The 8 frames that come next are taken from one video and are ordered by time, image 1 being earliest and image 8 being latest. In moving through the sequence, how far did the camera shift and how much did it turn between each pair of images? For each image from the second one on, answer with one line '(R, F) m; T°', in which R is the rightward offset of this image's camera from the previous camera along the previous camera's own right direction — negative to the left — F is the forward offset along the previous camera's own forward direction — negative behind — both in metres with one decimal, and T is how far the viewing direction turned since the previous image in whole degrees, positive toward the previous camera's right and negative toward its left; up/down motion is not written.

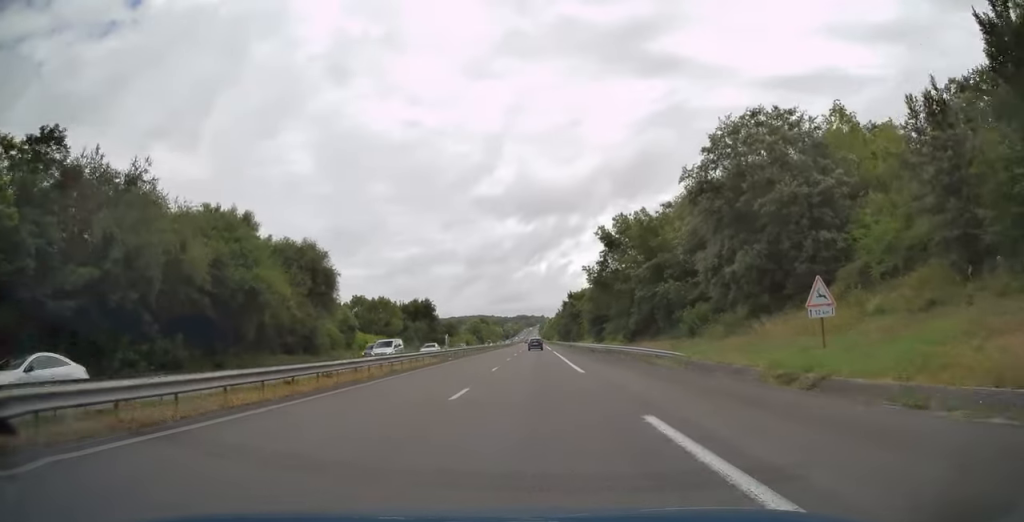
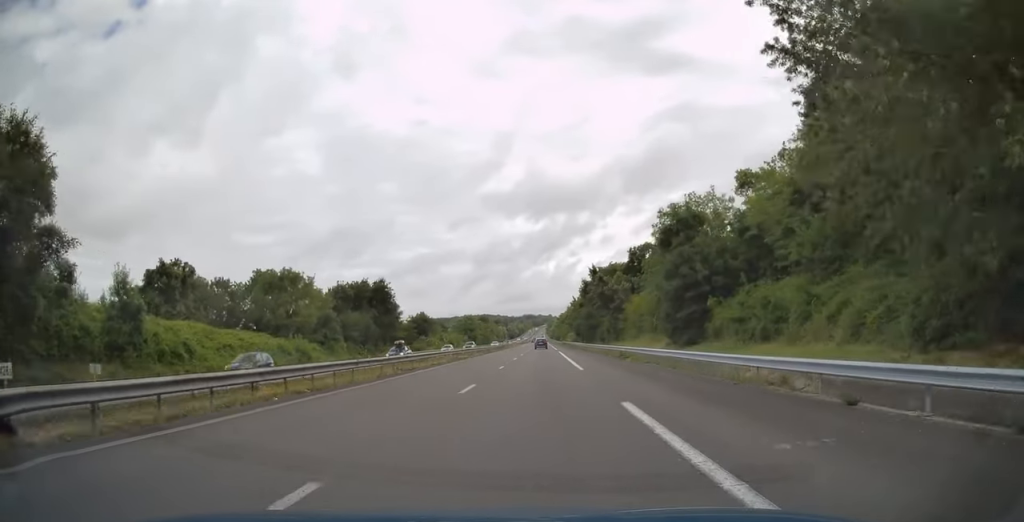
(-0.1, +50.6) m; 0°
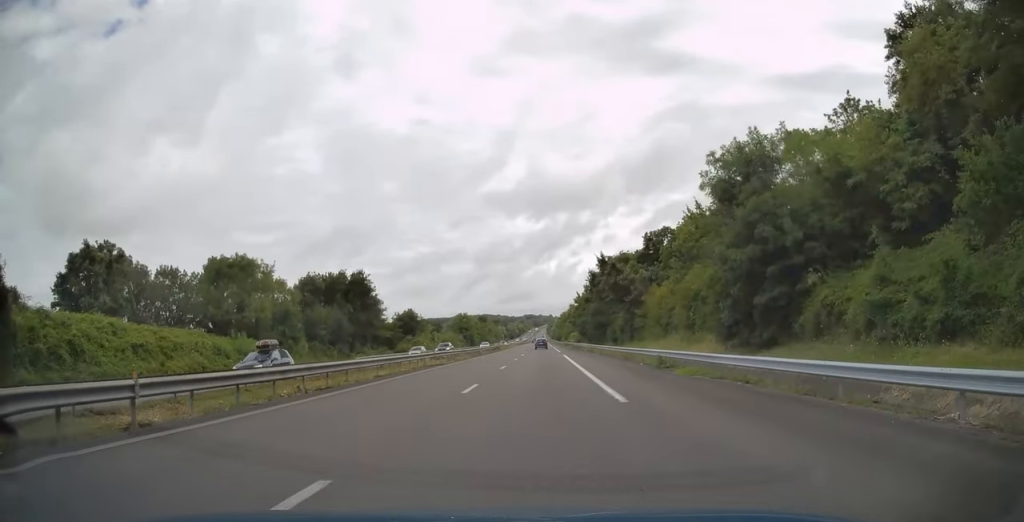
(0.0, +12.9) m; 0°
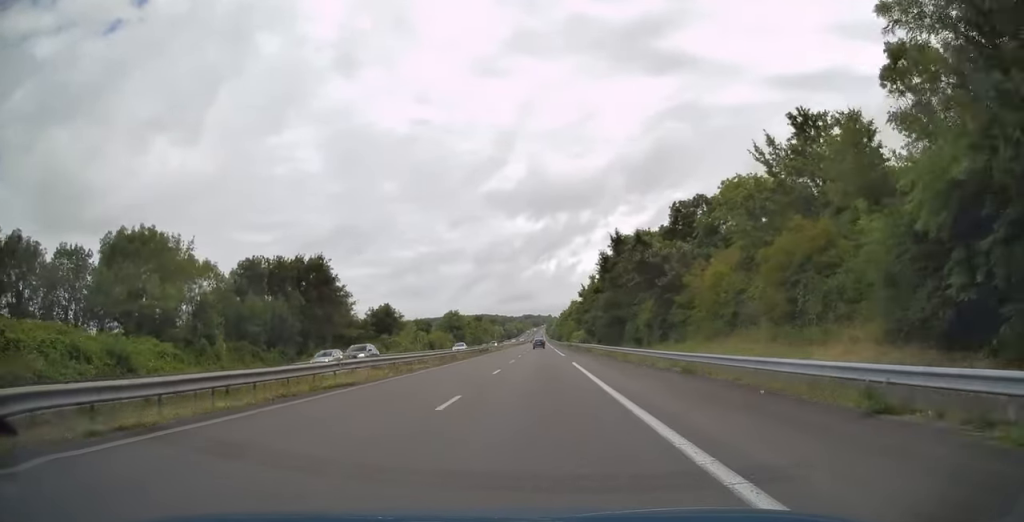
(0.0, +17.2) m; 0°
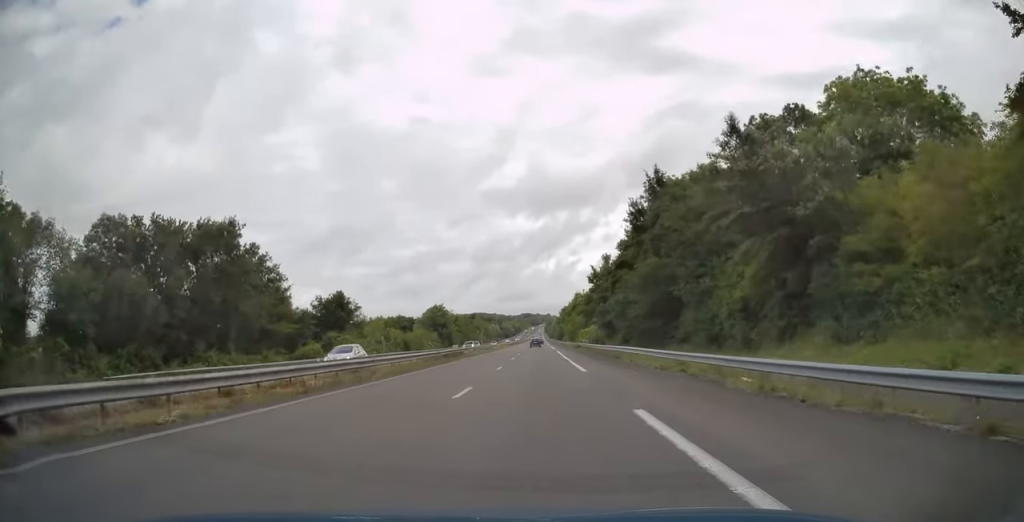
(0.0, +23.7) m; 0°
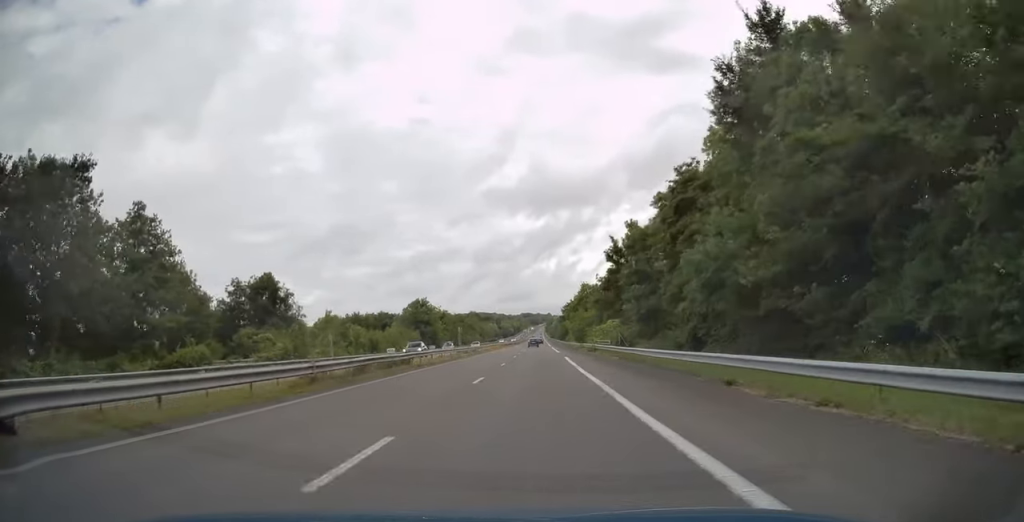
(0.0, +22.1) m; 0°
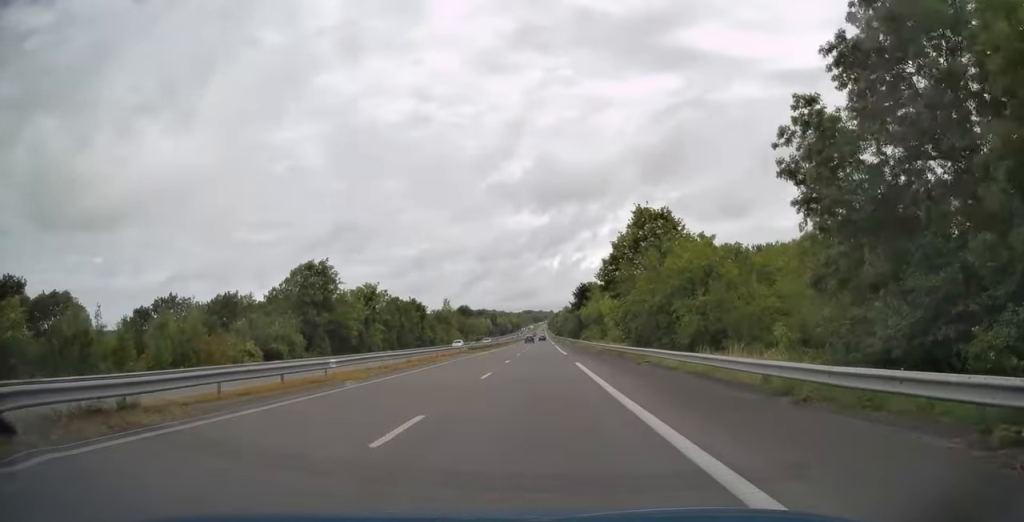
(0.0, +63.6) m; 0°
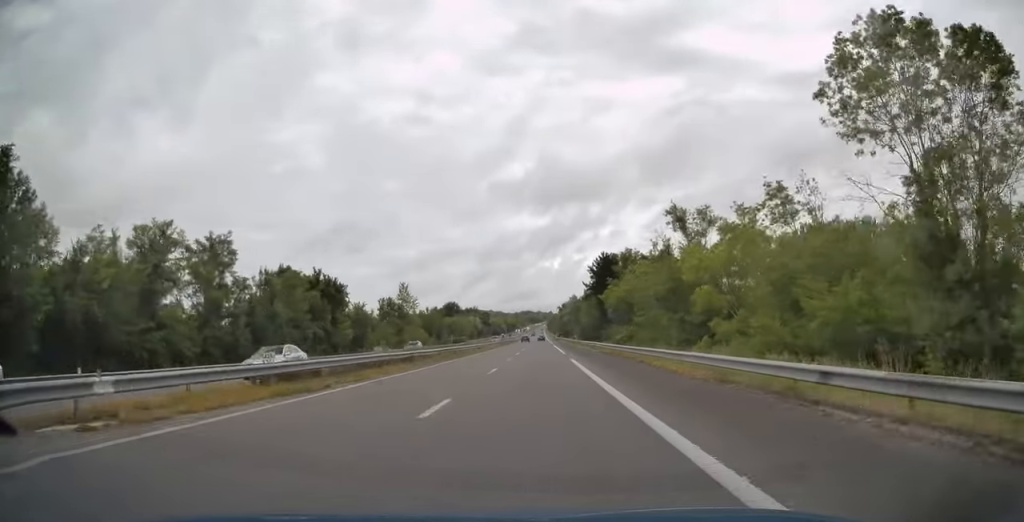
(-0.1, +49.6) m; 0°
